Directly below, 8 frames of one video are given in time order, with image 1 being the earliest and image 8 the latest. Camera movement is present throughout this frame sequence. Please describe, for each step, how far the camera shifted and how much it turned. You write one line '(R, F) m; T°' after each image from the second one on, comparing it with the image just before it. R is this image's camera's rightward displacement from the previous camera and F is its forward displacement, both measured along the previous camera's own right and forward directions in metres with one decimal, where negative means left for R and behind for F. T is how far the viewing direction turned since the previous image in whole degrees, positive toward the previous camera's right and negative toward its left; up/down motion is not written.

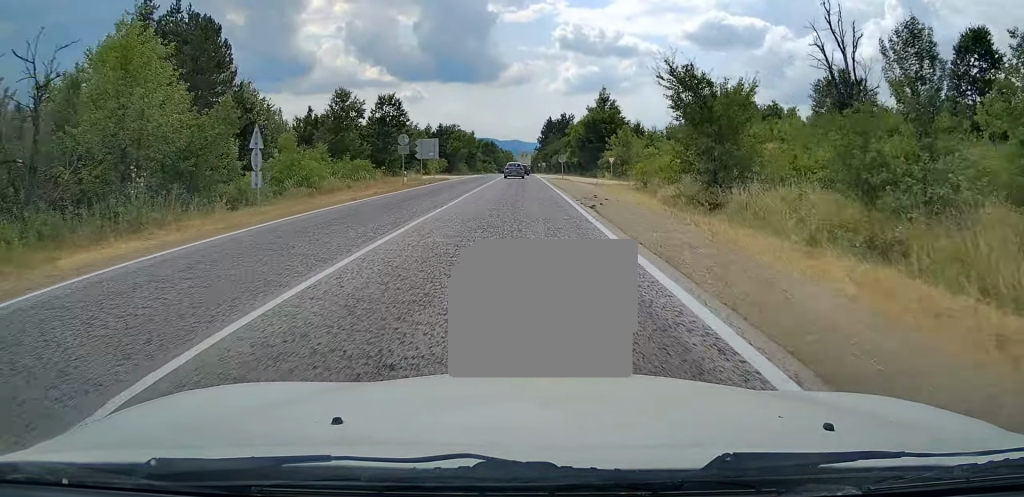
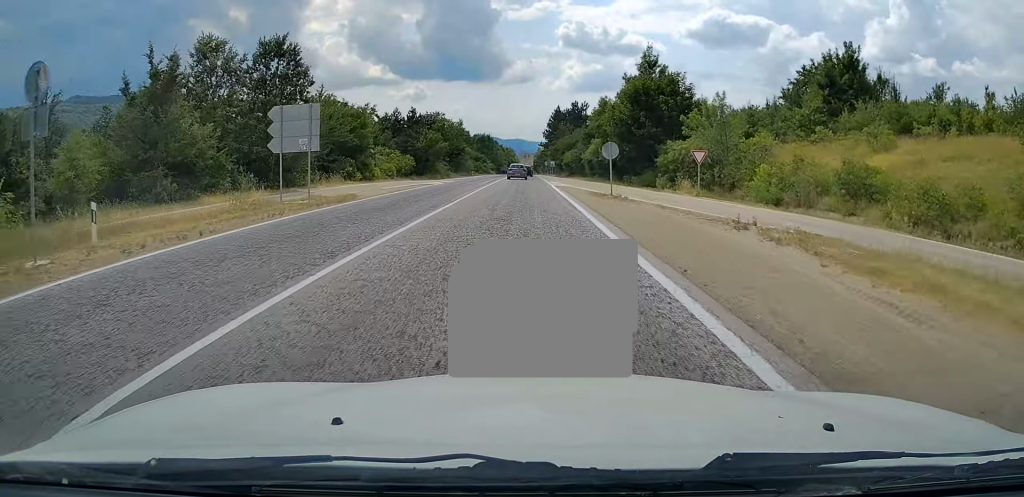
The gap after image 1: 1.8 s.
(0.0, +32.8) m; 0°
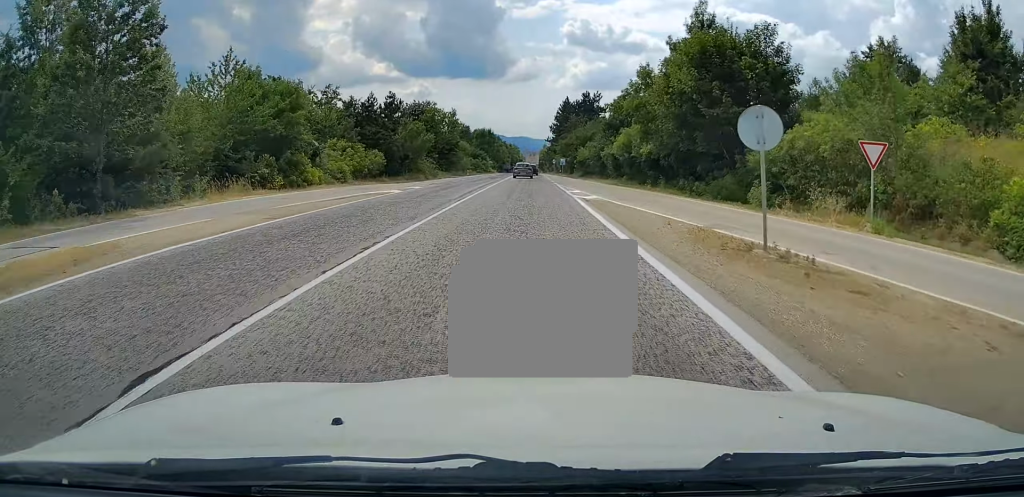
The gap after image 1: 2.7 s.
(+0.3, +17.2) m; 0°
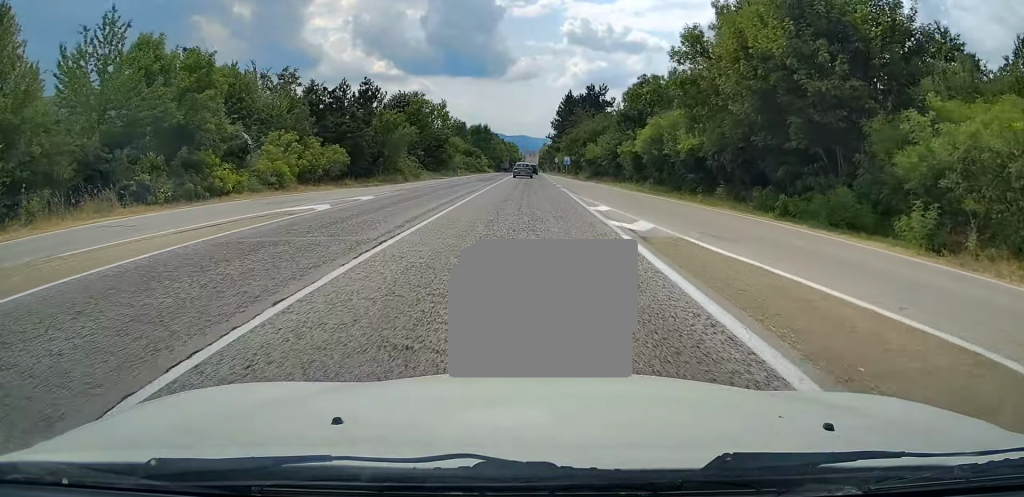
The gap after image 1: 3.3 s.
(-0.2, +11.0) m; -1°
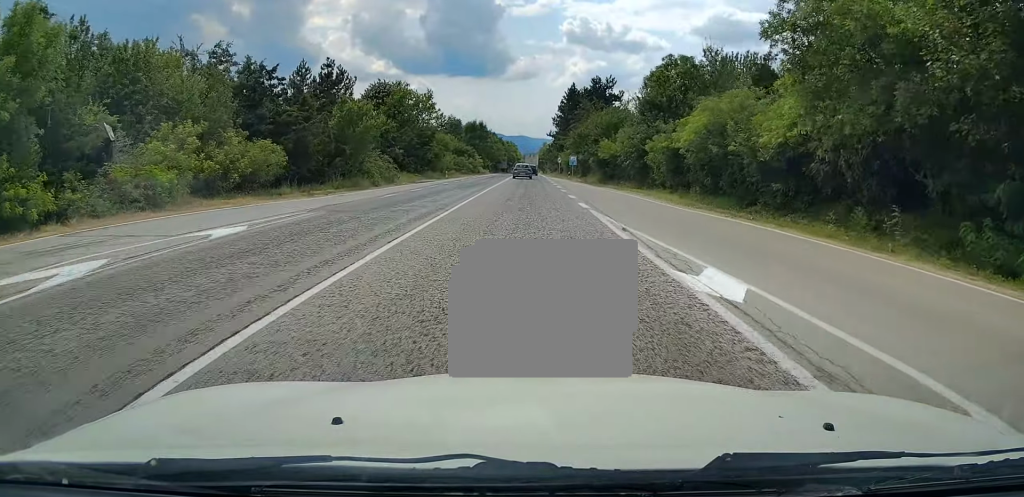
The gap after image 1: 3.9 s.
(-0.1, +11.6) m; 0°
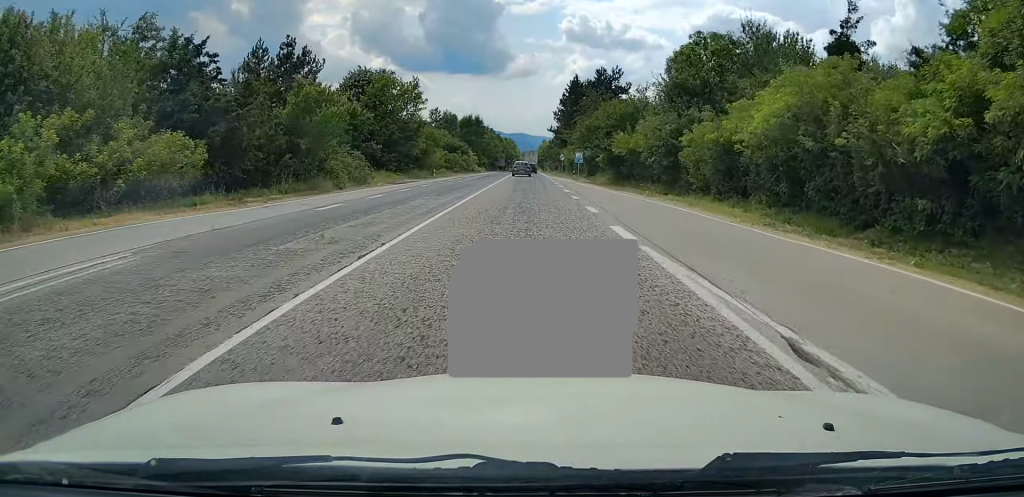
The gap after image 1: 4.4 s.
(-0.1, +8.6) m; +1°
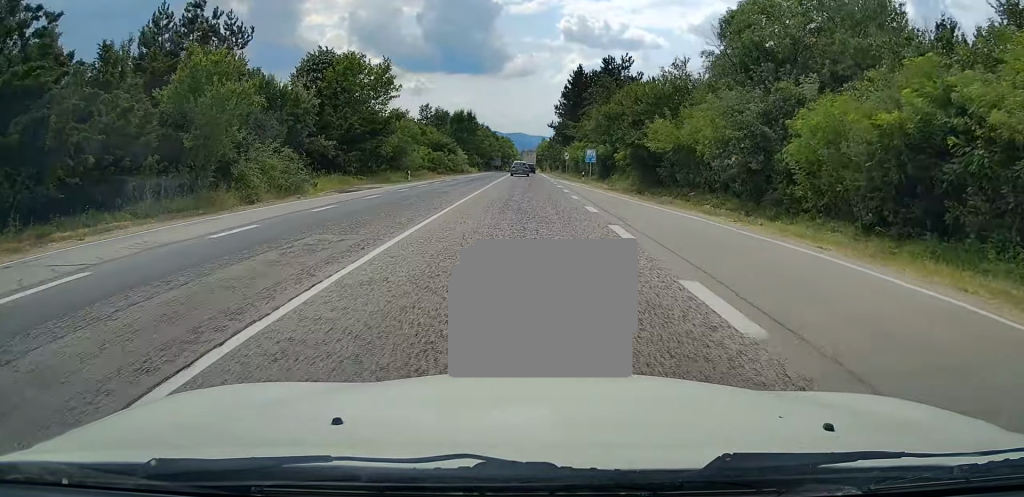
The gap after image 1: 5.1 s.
(+0.1, +12.2) m; 0°
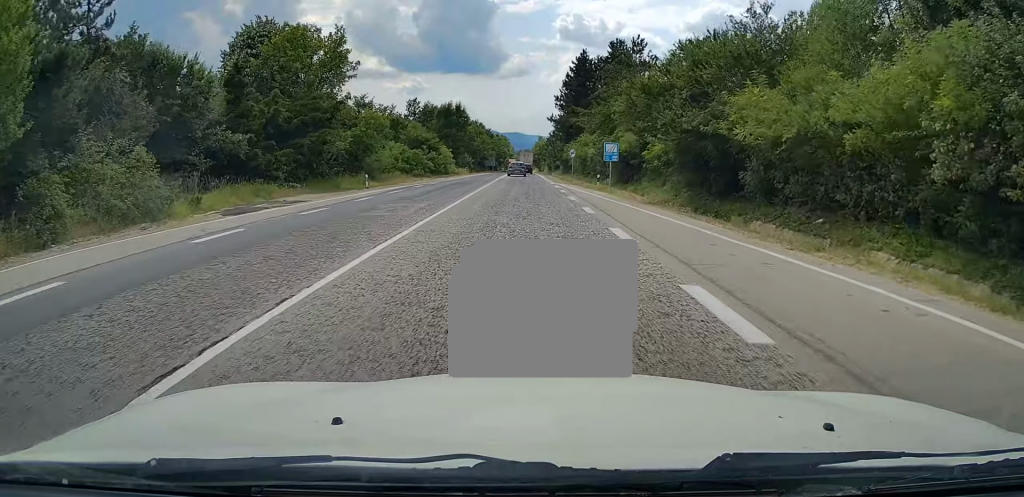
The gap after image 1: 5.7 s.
(+0.2, +12.3) m; 0°
